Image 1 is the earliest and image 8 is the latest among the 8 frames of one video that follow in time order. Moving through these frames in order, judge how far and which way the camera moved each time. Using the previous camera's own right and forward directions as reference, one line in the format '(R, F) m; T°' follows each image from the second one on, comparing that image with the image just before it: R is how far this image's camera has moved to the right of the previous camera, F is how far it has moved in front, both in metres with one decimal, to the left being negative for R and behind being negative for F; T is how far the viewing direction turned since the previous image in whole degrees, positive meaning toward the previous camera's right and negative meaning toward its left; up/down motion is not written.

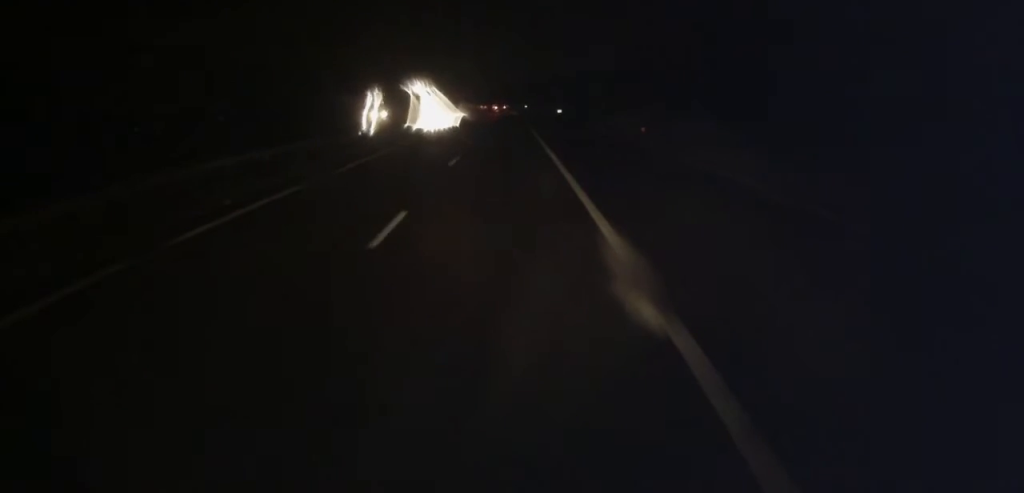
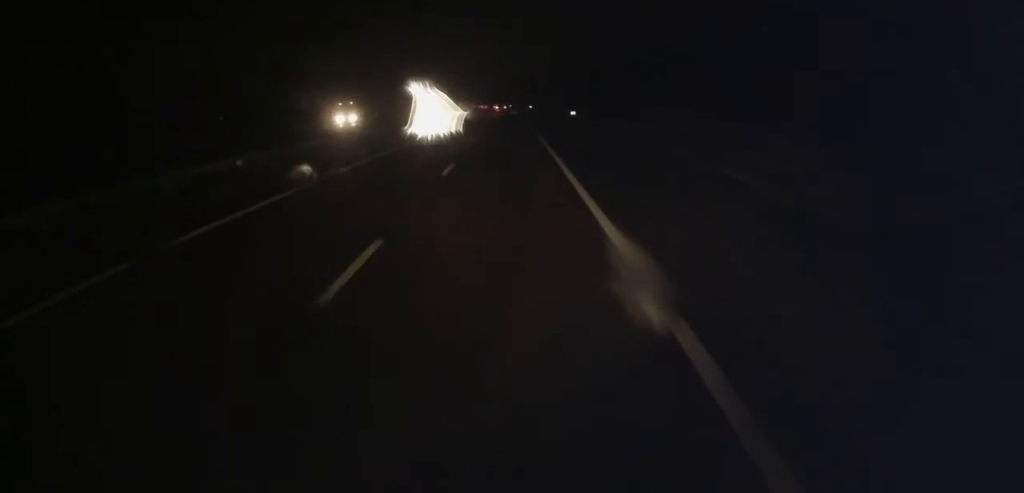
(+0.3, +13.9) m; 0°
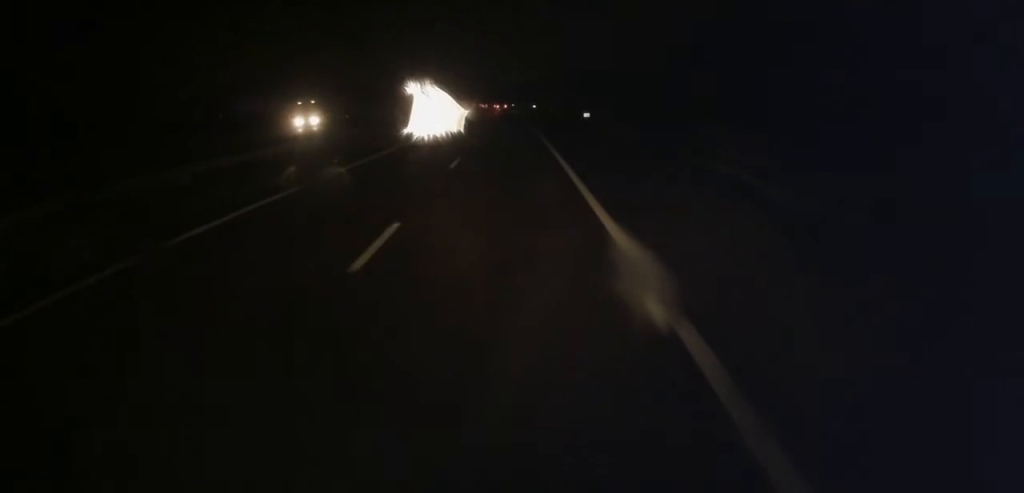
(+0.2, +10.3) m; 0°
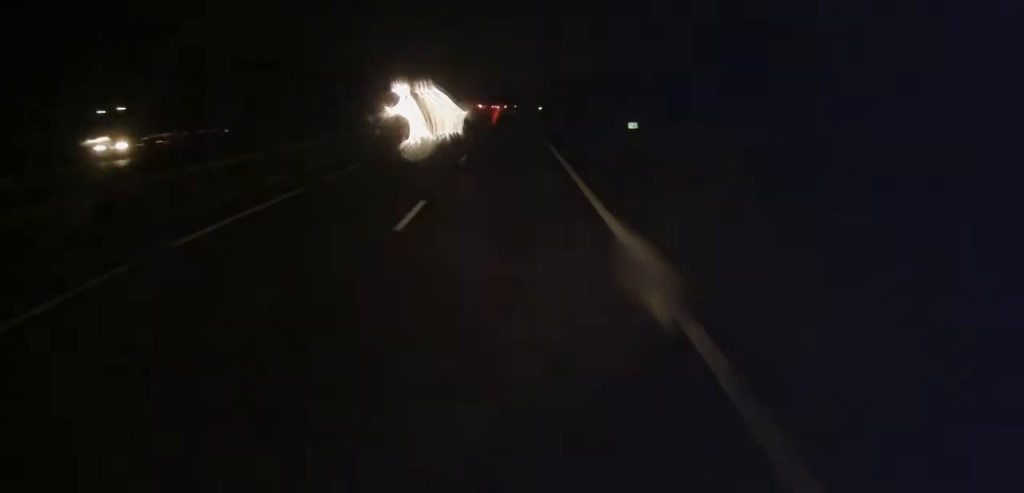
(-0.5, +20.9) m; -1°
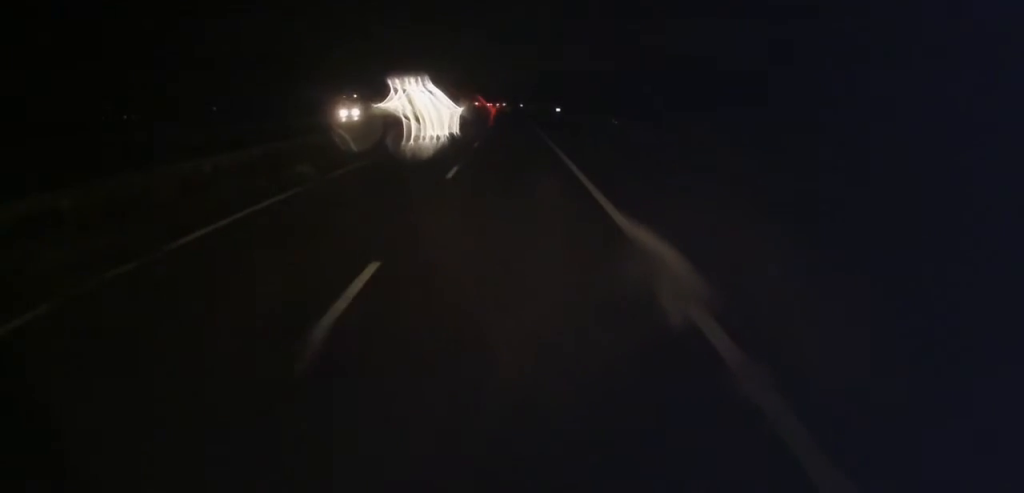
(+0.8, +40.9) m; +1°
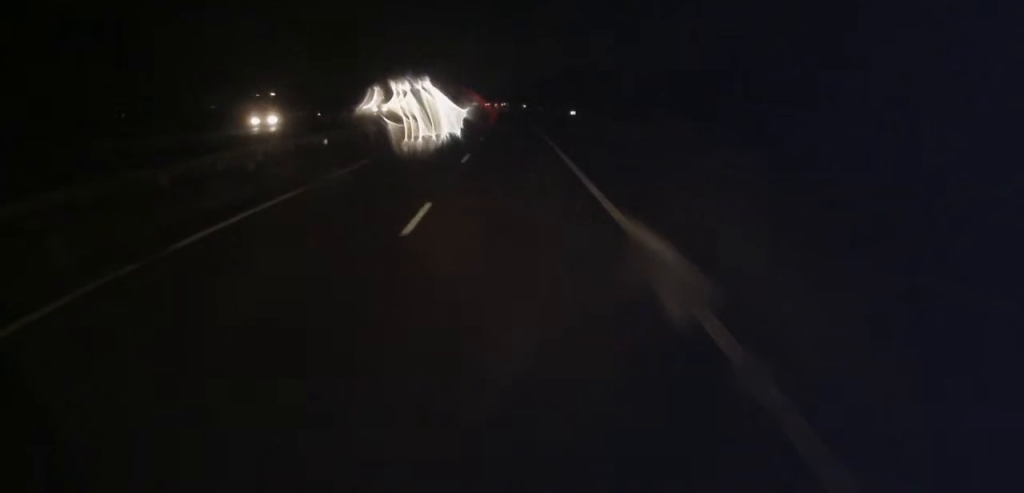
(-0.3, +19.0) m; -2°
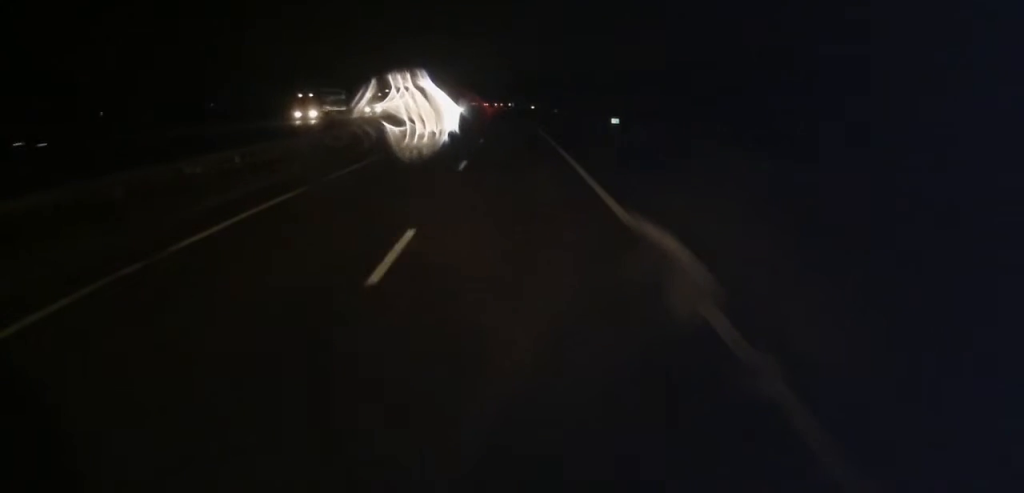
(-0.6, +26.8) m; -1°
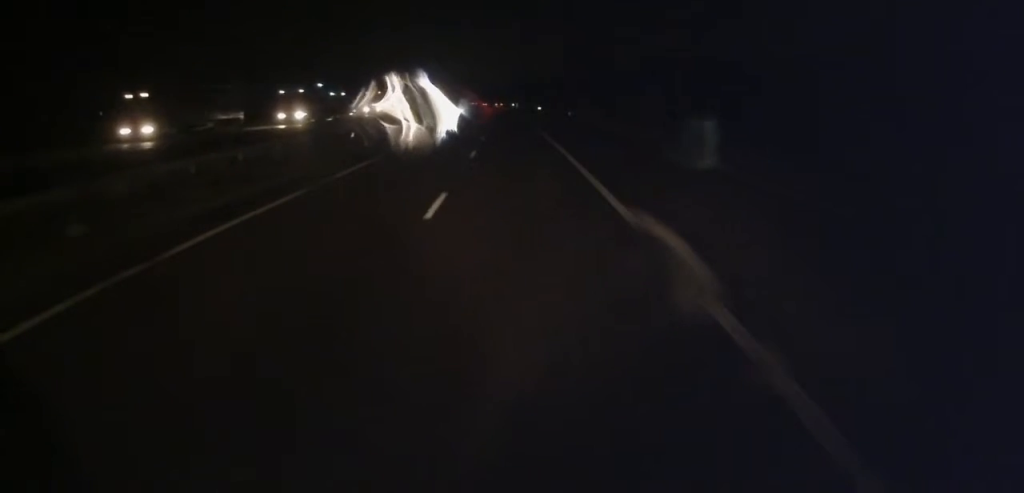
(+0.2, +19.9) m; 0°
